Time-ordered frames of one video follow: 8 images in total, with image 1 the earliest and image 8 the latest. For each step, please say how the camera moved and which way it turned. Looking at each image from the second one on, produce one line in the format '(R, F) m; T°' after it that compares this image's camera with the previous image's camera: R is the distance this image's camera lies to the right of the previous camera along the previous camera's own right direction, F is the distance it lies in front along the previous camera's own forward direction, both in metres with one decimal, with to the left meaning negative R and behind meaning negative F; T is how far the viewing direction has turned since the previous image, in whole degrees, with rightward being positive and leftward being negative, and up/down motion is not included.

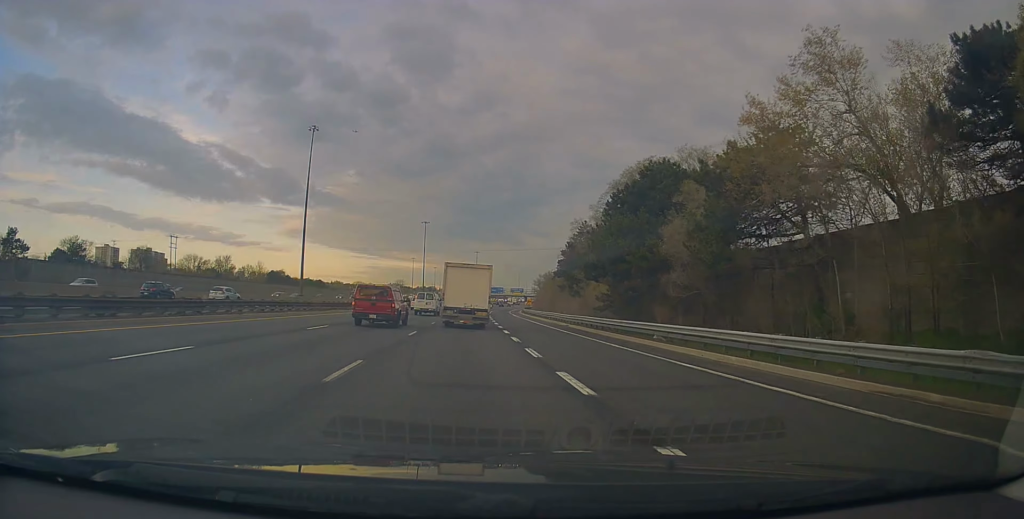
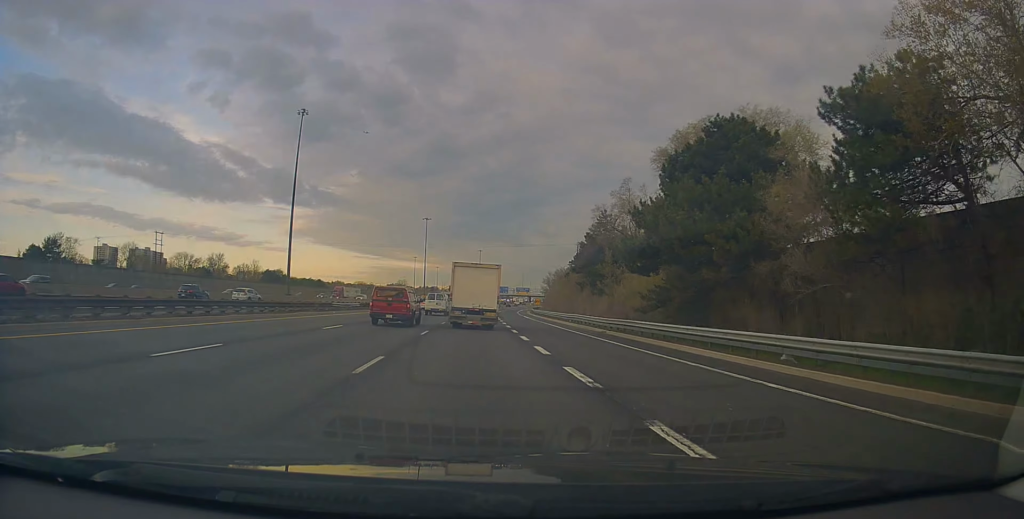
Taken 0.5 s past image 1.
(+0.1, +11.0) m; 0°
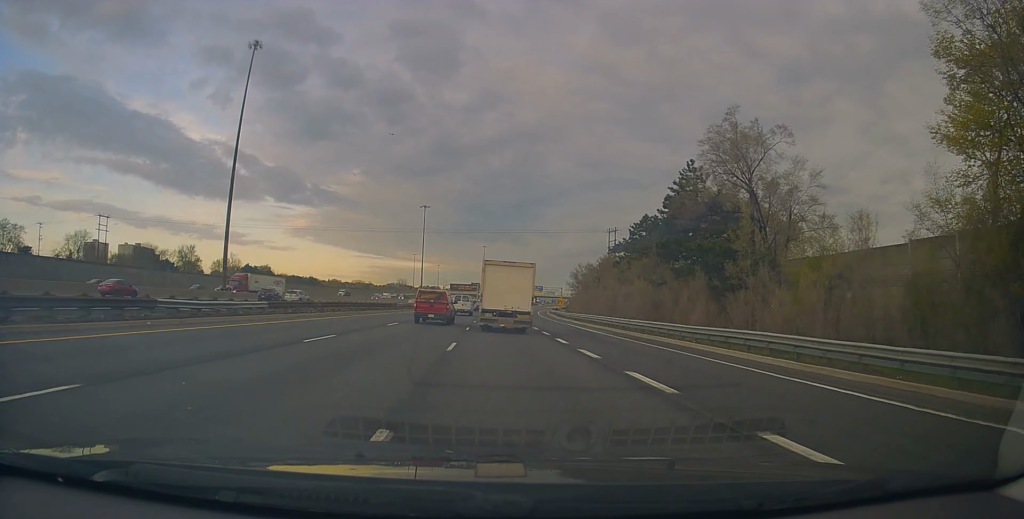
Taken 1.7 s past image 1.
(-0.3, +30.4) m; 0°
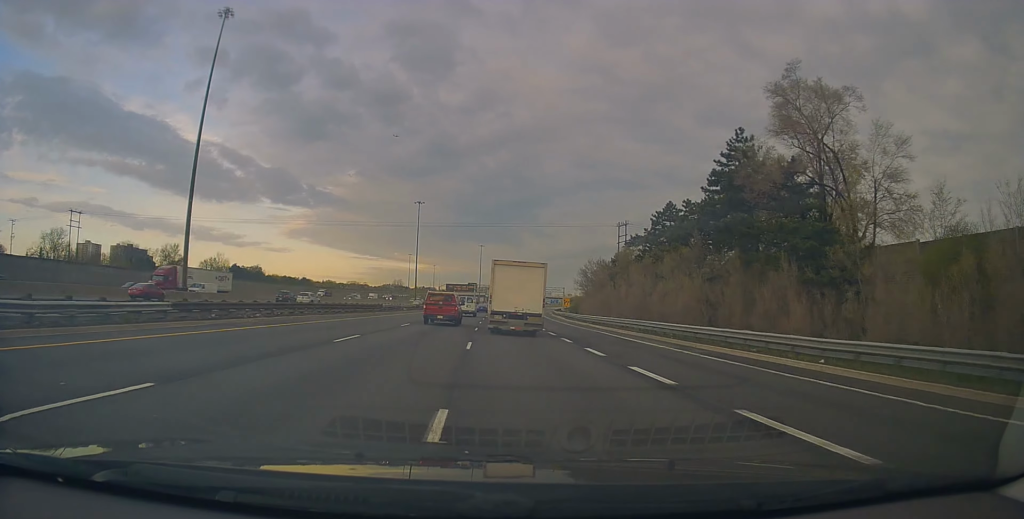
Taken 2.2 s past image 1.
(-0.2, +10.6) m; 0°
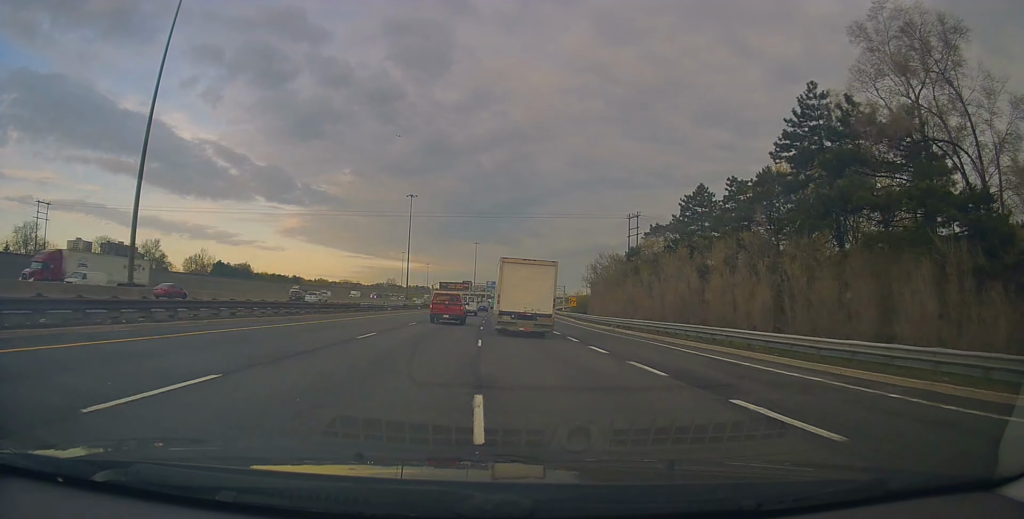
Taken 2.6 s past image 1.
(+0.2, +10.4) m; +1°
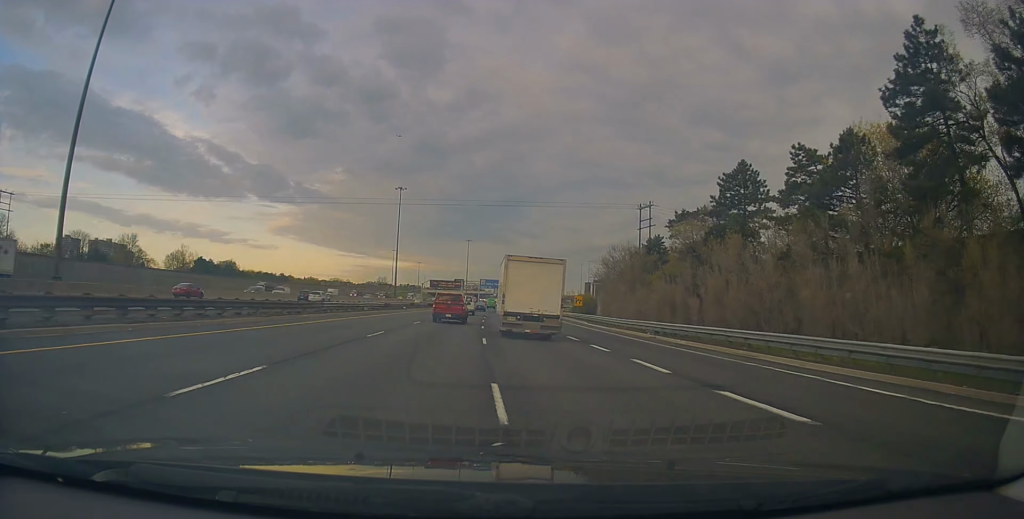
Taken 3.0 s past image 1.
(+0.1, +11.2) m; +1°
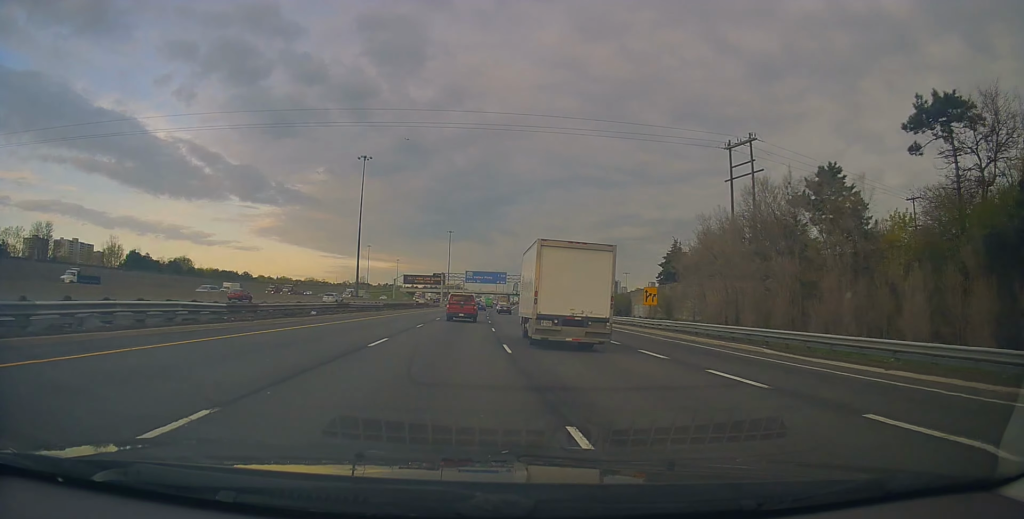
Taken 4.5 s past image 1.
(+0.3, +38.9) m; +1°
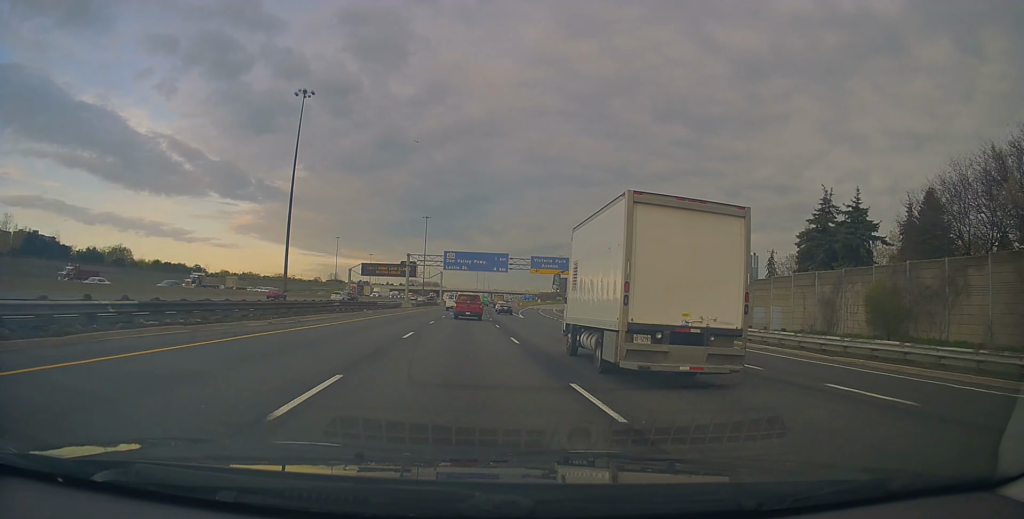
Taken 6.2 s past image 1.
(+1.1, +44.7) m; +3°
